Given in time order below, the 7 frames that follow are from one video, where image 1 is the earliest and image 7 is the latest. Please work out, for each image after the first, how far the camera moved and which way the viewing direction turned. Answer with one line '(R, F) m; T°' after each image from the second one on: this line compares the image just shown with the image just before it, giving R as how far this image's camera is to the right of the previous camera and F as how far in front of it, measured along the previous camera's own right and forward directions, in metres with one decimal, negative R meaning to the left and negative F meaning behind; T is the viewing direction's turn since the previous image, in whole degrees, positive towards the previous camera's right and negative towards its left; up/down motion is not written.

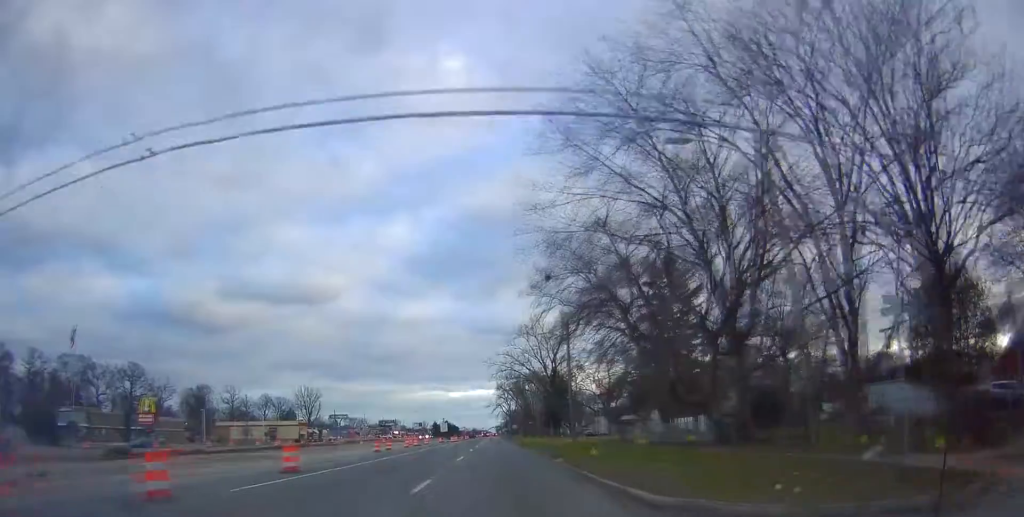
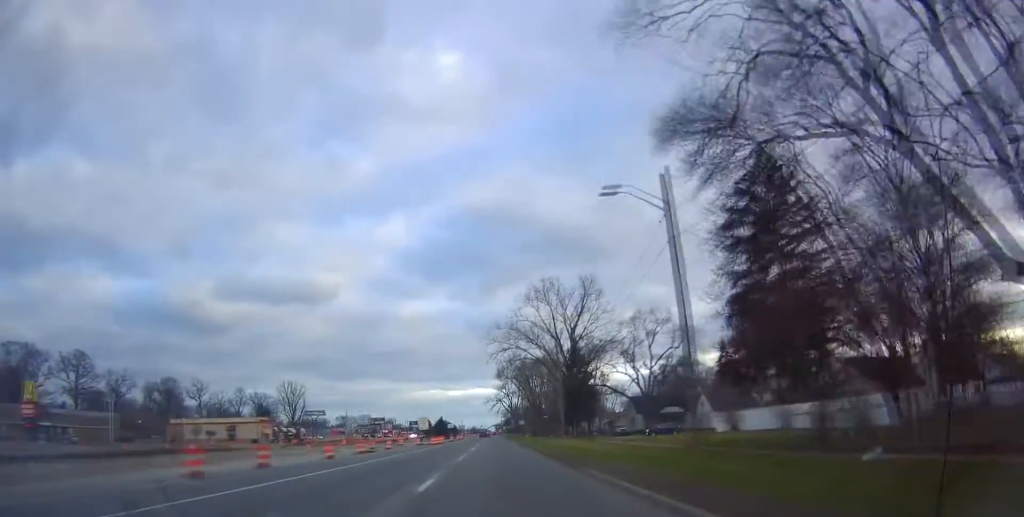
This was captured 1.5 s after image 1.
(+0.8, +30.9) m; +2°
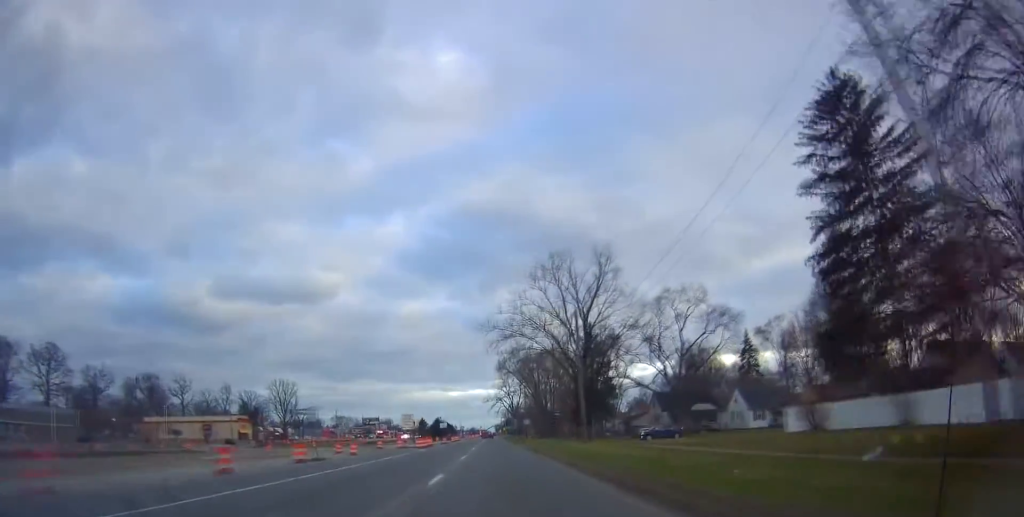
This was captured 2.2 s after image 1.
(0.0, +14.1) m; -2°
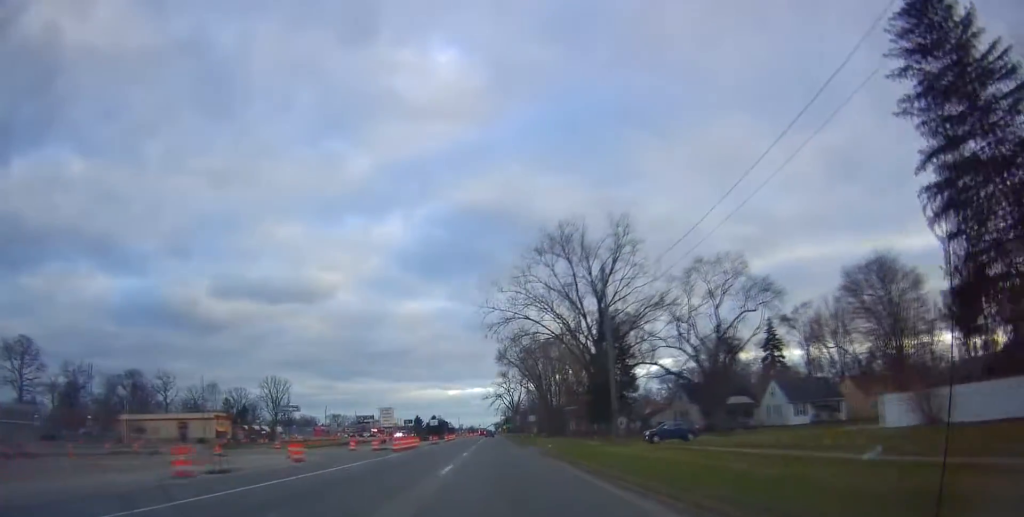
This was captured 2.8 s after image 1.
(-0.3, +12.1) m; 0°
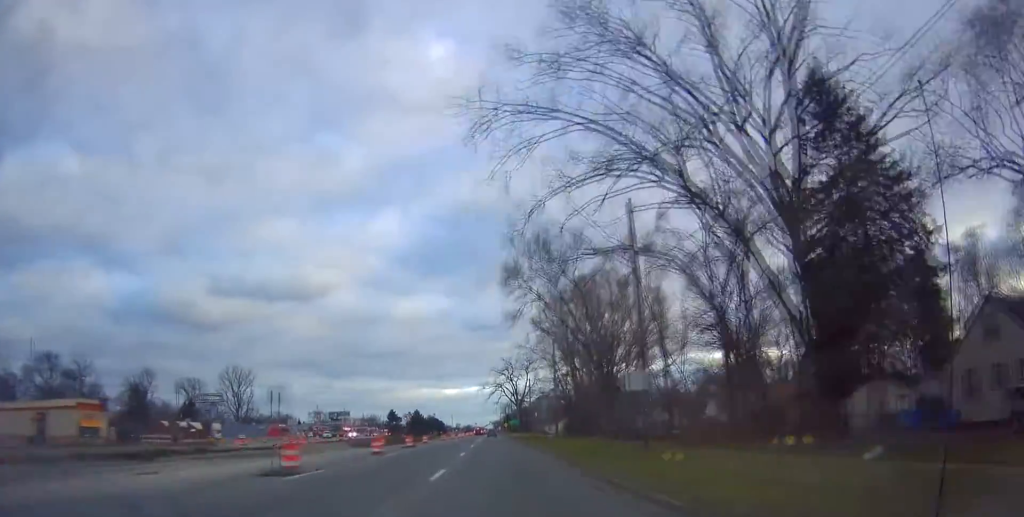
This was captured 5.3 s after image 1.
(-0.4, +49.5) m; 0°
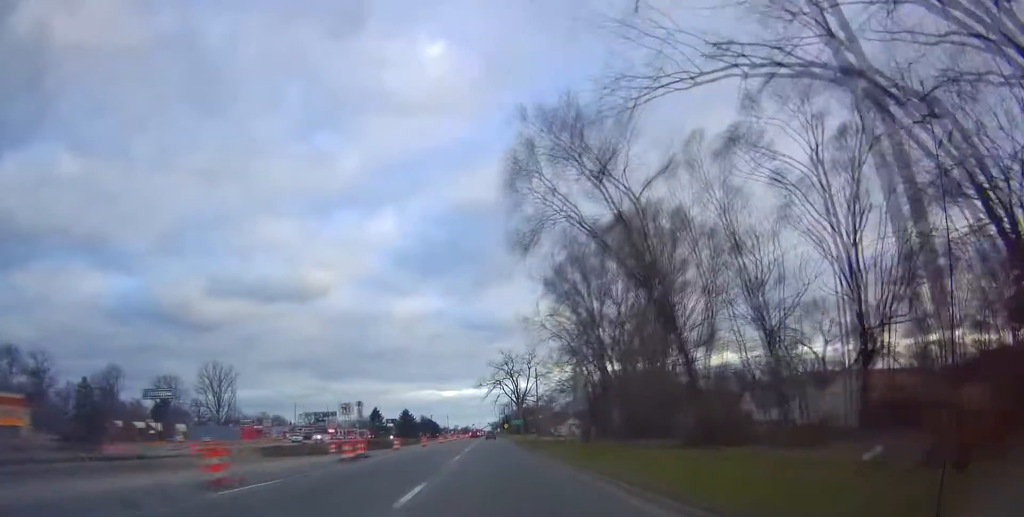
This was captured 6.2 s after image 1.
(+0.5, +19.5) m; +1°
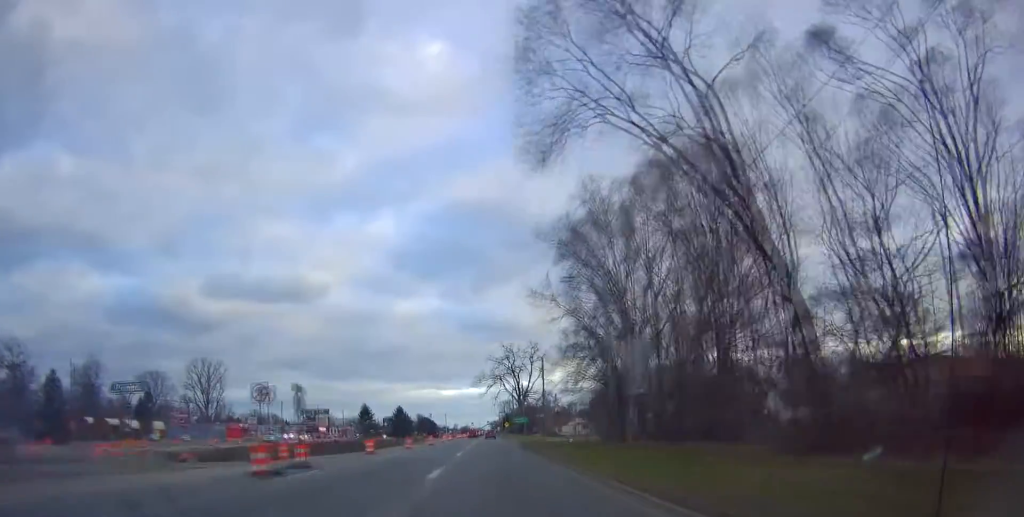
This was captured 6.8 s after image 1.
(0.0, +10.6) m; 0°
